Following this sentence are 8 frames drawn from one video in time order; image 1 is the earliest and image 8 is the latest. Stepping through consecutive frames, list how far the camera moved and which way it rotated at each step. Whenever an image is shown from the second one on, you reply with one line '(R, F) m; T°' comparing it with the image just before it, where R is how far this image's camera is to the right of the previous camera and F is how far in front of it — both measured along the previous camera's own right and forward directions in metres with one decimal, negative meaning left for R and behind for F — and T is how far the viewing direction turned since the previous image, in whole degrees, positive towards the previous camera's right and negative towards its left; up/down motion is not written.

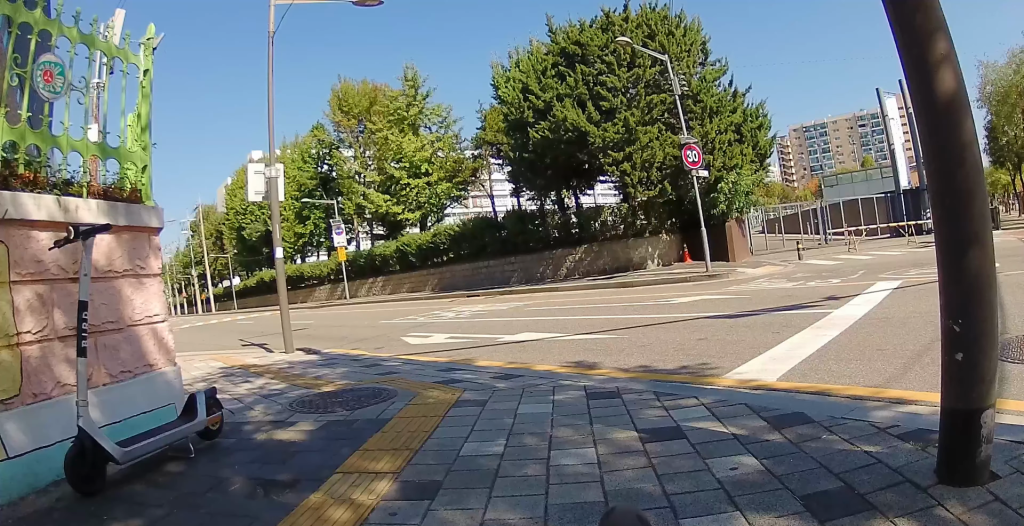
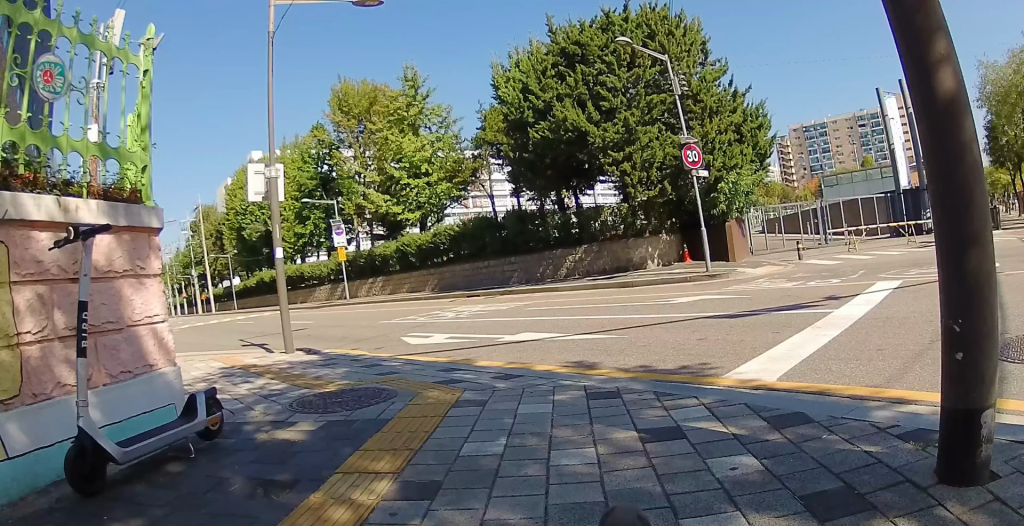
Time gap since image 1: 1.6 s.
(0.0, 0.0) m; 0°
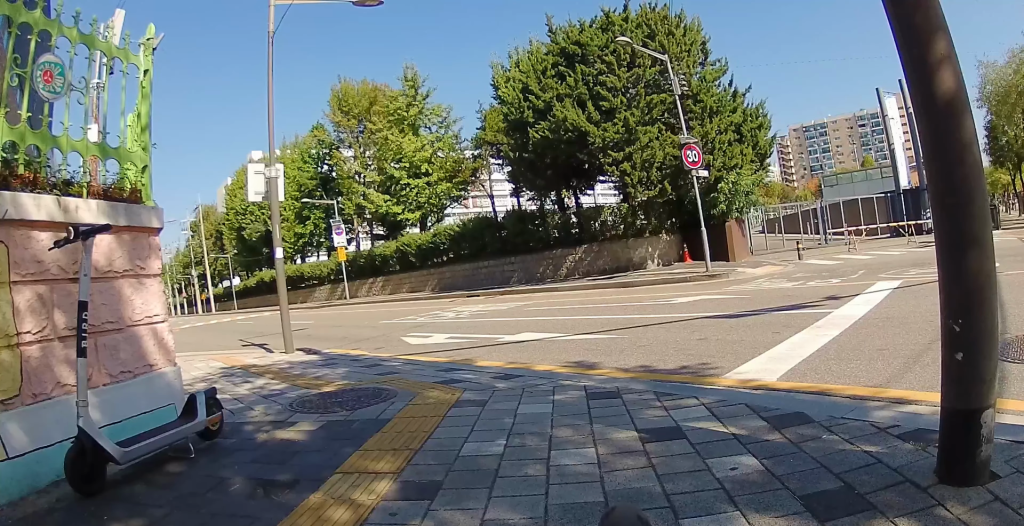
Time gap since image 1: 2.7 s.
(0.0, 0.0) m; 0°
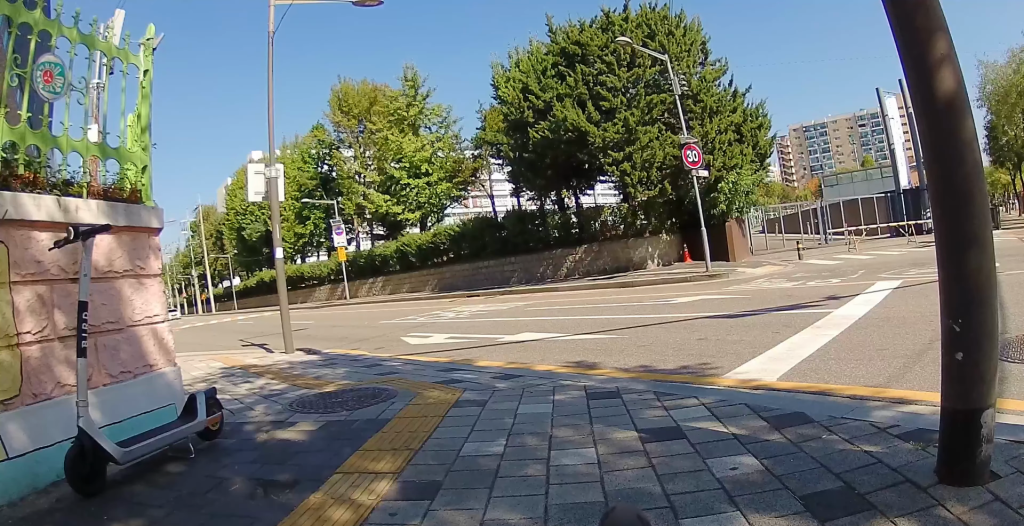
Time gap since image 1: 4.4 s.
(0.0, 0.0) m; 0°
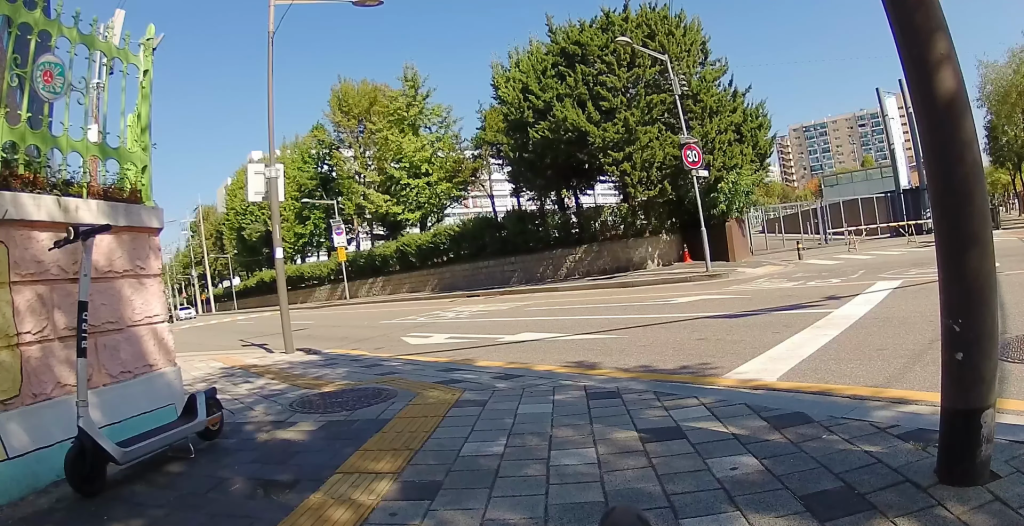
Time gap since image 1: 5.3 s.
(0.0, 0.0) m; 0°
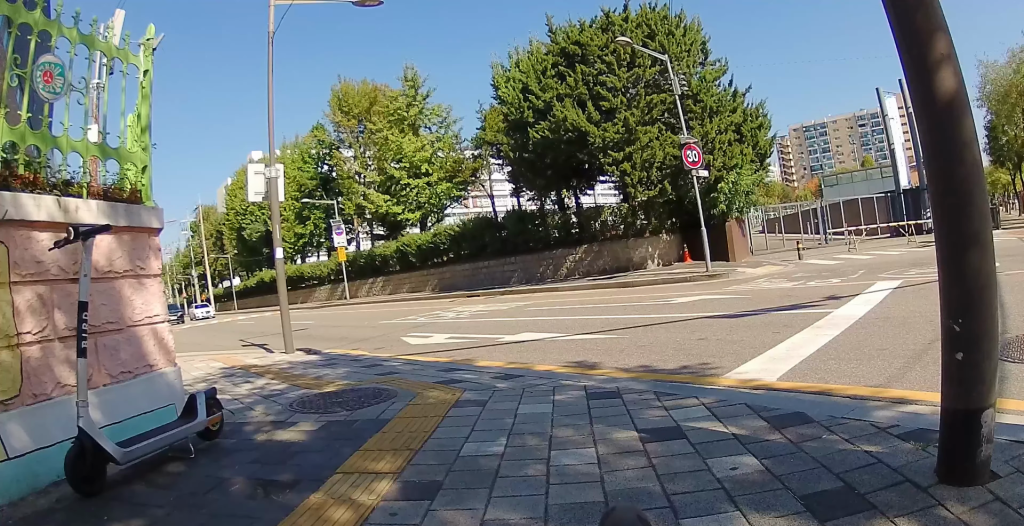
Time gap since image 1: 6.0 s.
(0.0, 0.0) m; 0°
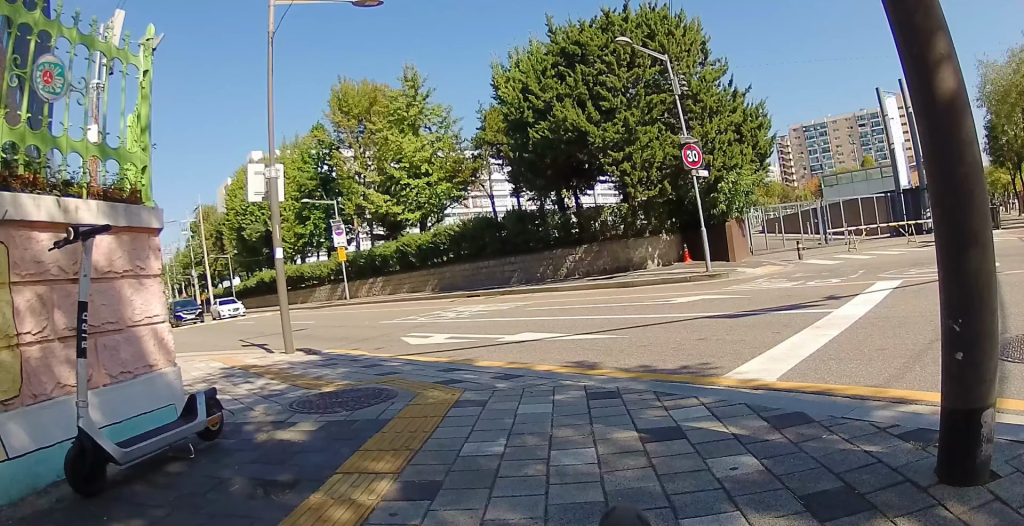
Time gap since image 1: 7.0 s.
(0.0, 0.0) m; 0°
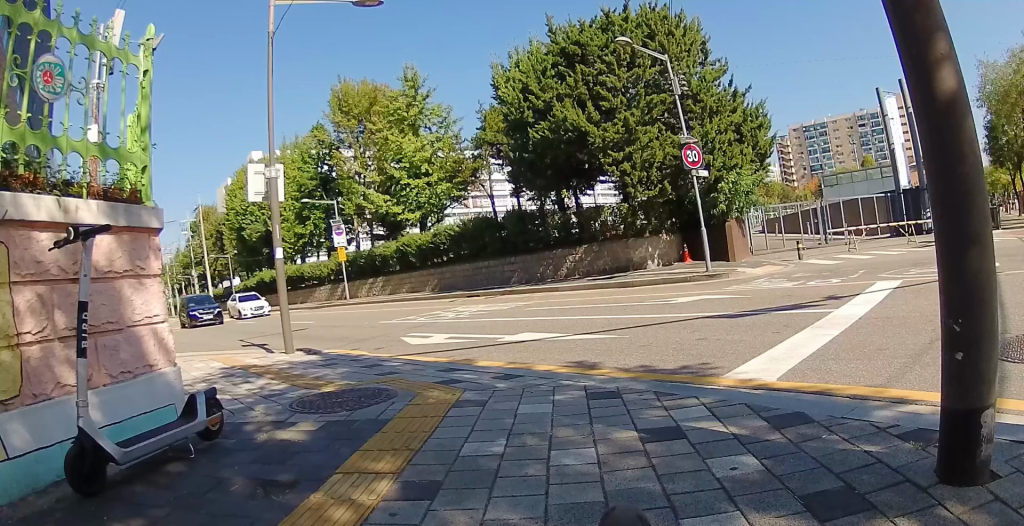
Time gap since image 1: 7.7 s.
(0.0, 0.0) m; 0°
